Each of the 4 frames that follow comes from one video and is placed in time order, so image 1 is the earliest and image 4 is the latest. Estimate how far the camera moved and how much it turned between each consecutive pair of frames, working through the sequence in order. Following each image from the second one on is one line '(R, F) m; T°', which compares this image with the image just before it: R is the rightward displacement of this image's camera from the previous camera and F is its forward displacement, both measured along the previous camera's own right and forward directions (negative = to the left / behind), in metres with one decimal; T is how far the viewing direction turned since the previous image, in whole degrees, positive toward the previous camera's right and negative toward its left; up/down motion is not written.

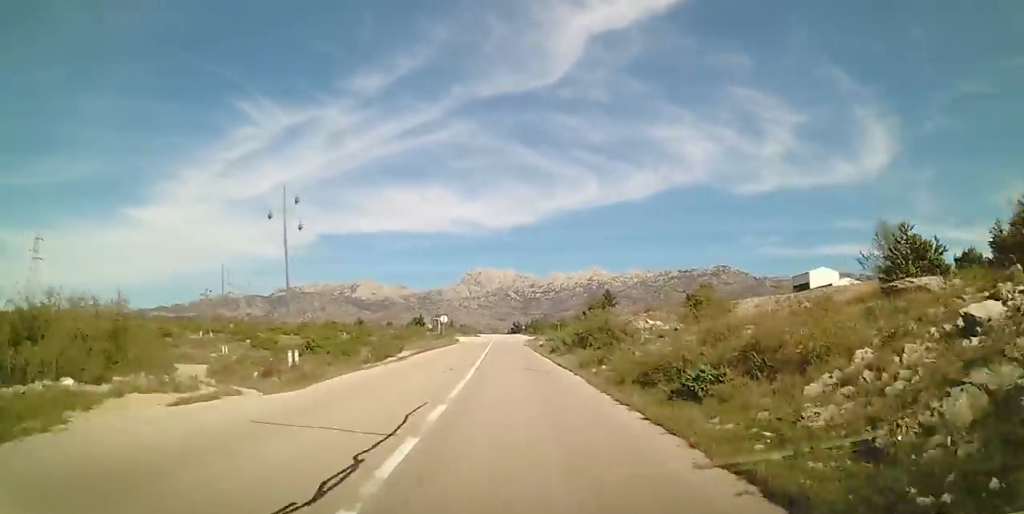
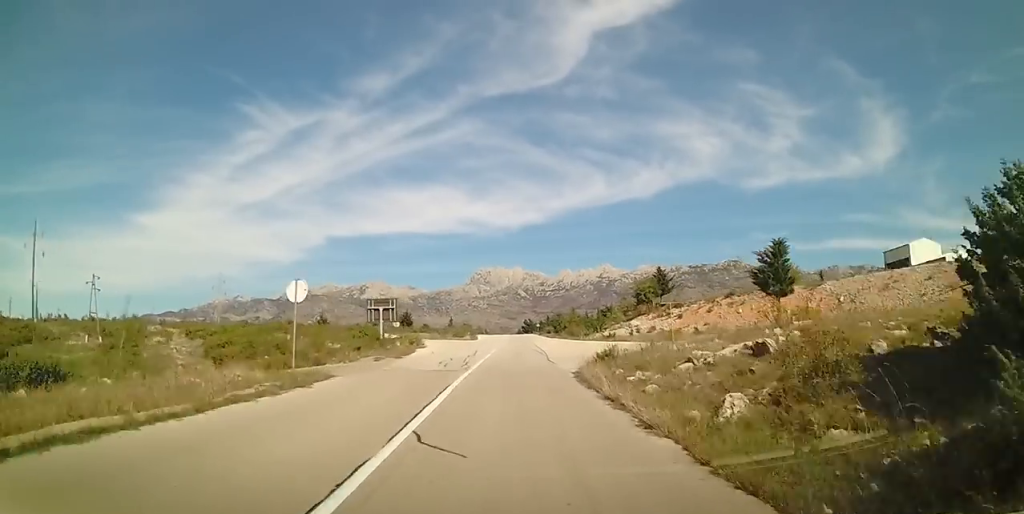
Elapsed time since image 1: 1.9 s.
(-0.6, +36.0) m; -2°
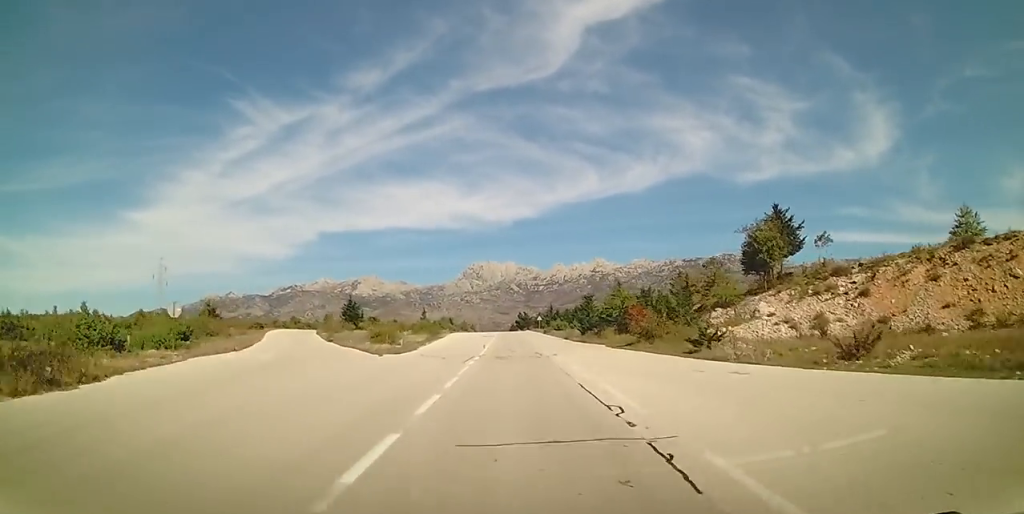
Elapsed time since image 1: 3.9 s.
(+0.1, +40.9) m; +1°
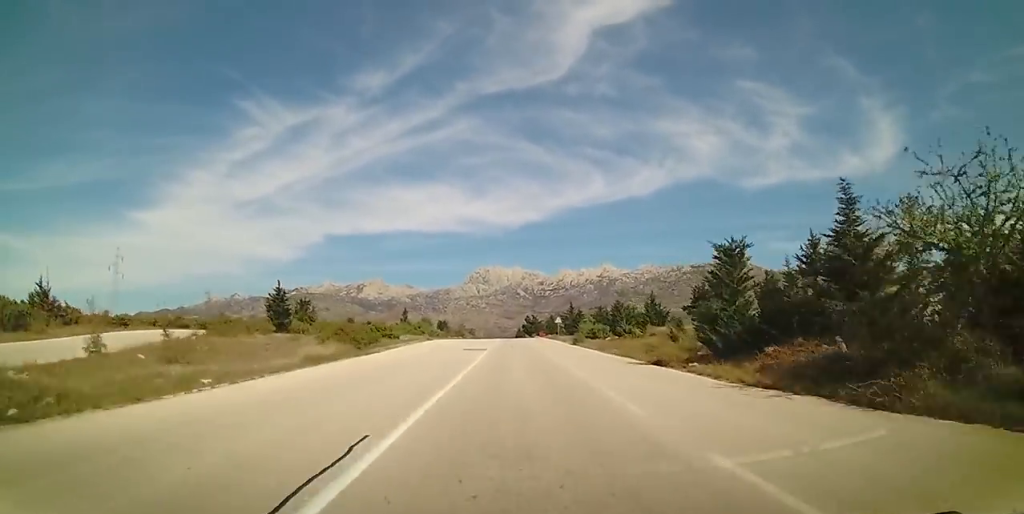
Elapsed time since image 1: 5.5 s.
(+0.2, +30.7) m; -1°
